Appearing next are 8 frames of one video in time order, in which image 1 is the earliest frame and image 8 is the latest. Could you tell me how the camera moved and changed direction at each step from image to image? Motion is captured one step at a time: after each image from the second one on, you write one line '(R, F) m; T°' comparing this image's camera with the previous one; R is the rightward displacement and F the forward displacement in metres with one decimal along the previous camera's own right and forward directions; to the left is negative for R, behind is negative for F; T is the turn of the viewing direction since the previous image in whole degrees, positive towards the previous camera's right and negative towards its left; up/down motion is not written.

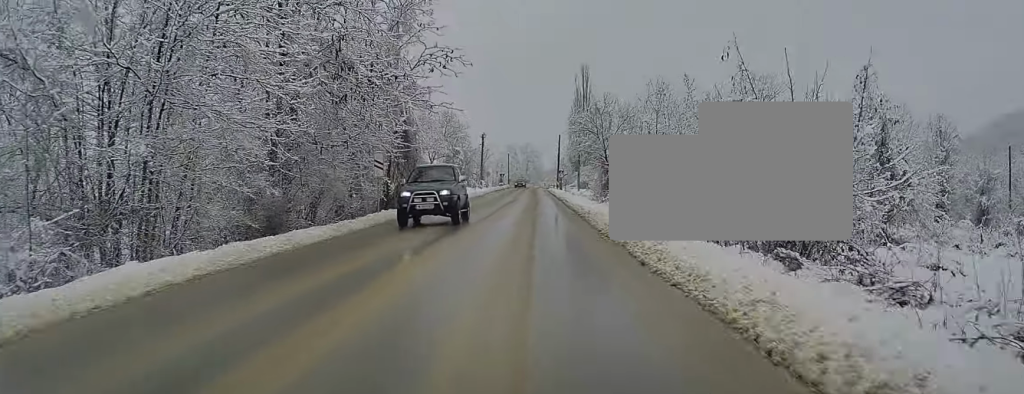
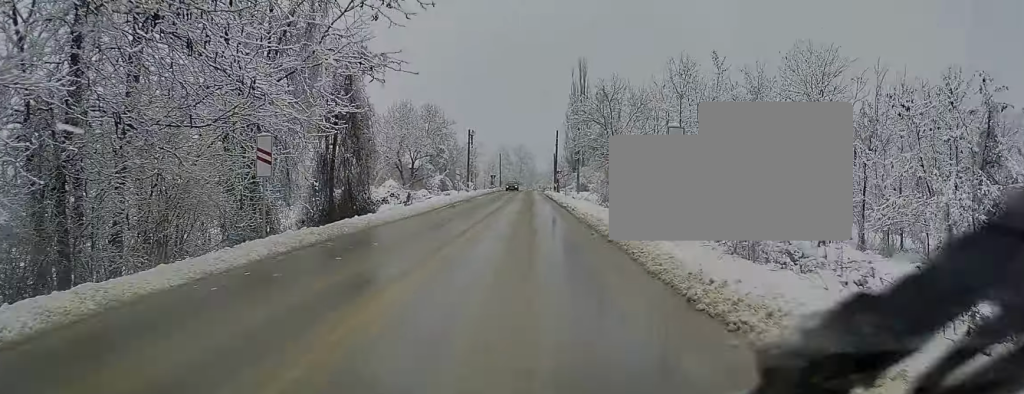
(+0.1, +11.3) m; +1°
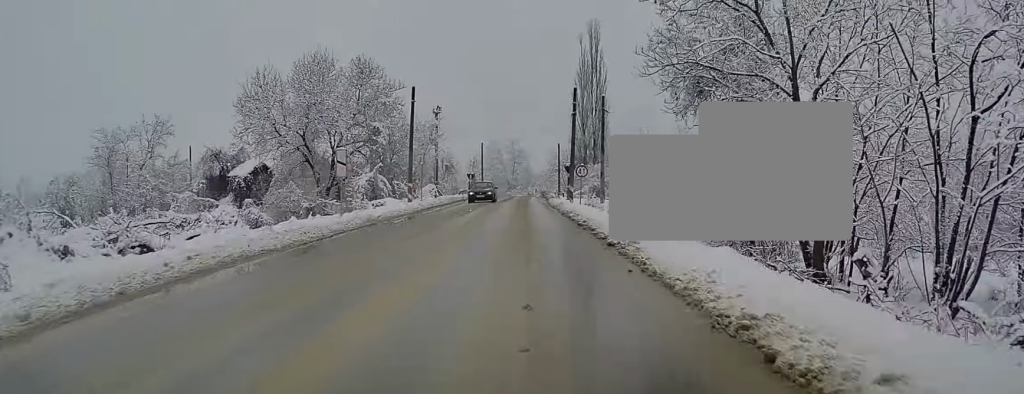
(+0.9, +36.4) m; +2°
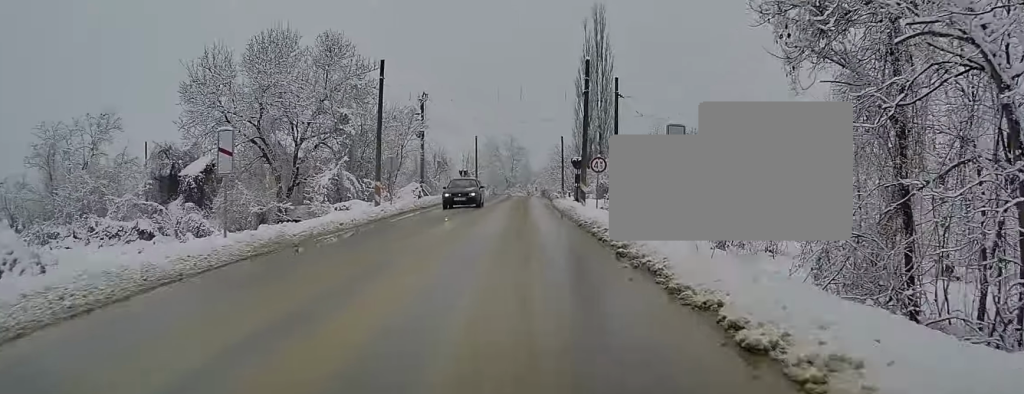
(0.0, +9.5) m; 0°
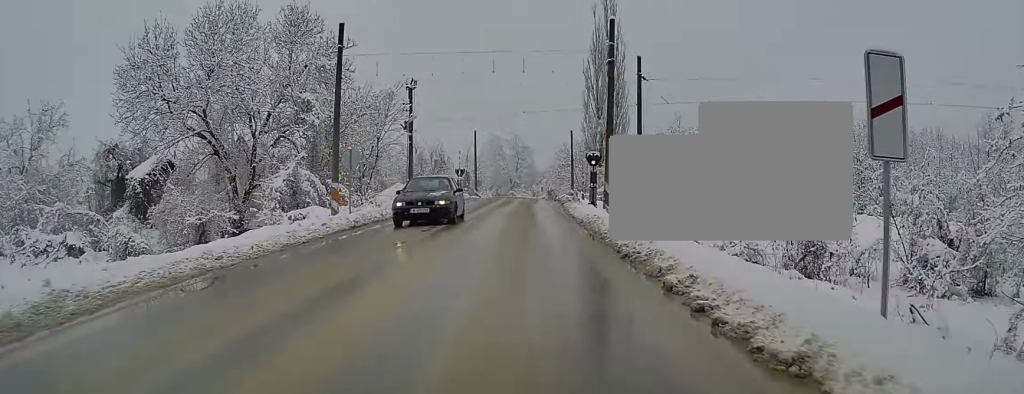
(0.0, +8.9) m; 0°
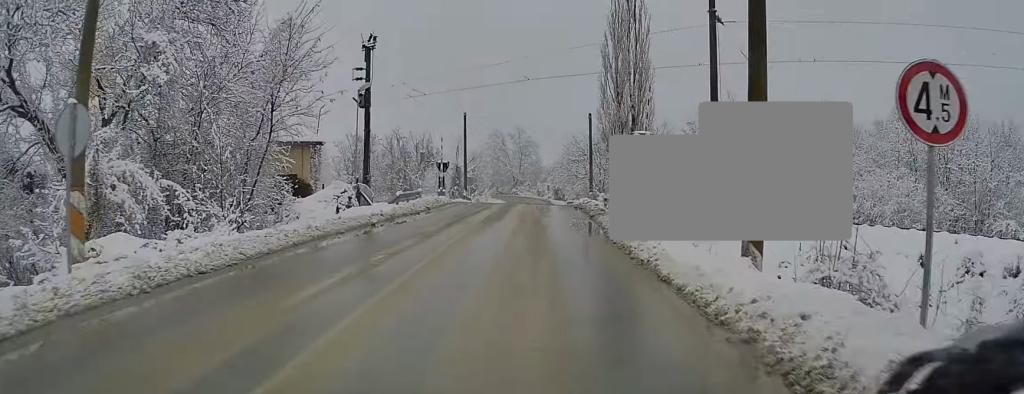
(0.0, +17.3) m; 0°
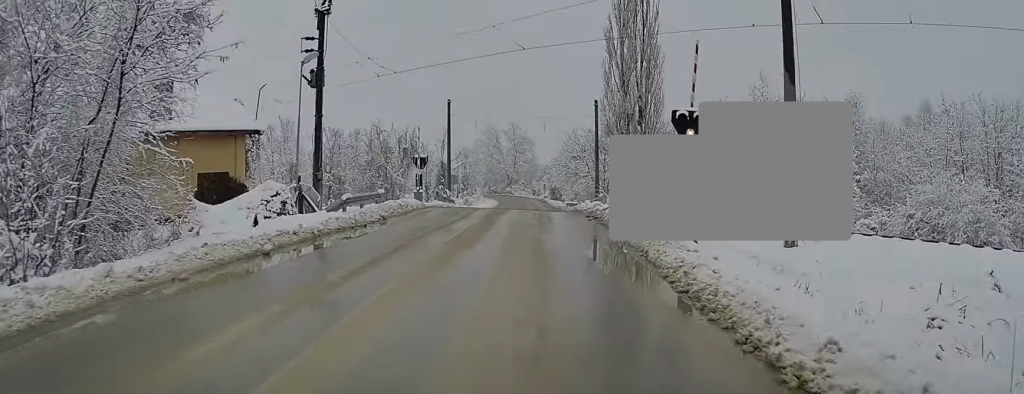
(+0.1, +9.0) m; 0°
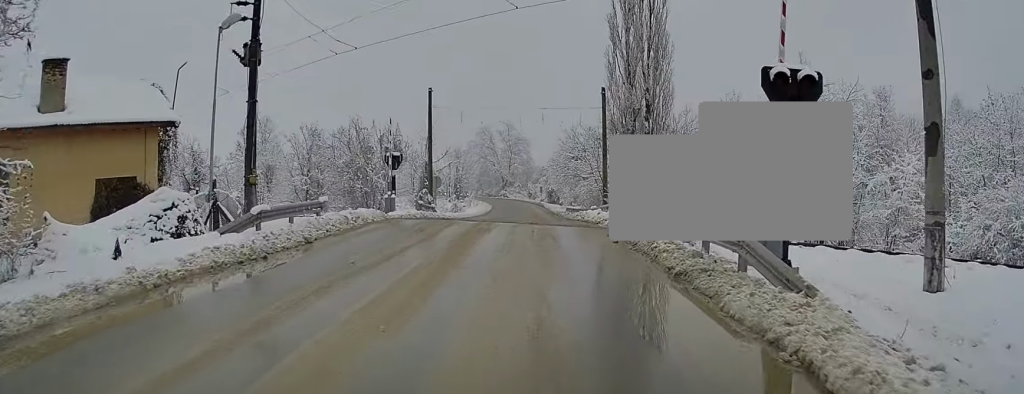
(-0.1, +7.9) m; 0°
